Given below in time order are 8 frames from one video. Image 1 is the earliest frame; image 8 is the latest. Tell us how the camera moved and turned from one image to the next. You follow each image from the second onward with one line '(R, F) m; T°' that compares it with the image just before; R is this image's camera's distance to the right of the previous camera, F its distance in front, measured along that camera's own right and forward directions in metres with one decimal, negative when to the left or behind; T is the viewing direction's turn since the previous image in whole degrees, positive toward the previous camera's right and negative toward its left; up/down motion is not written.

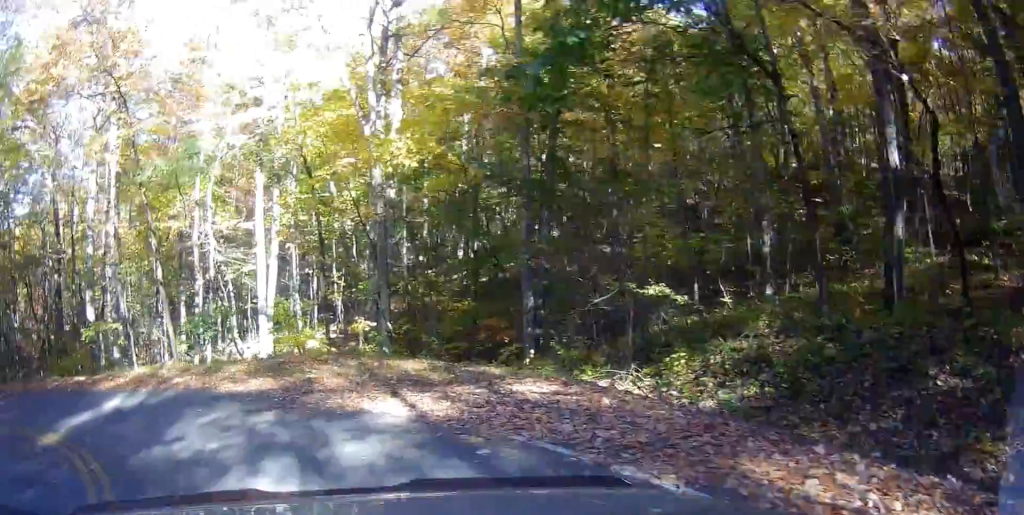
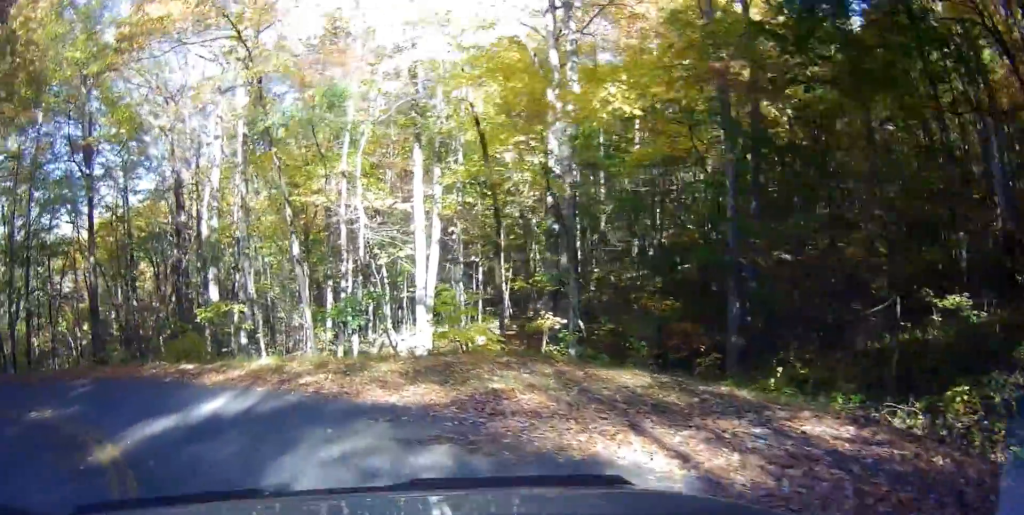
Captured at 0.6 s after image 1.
(-0.1, +2.7) m; -13°
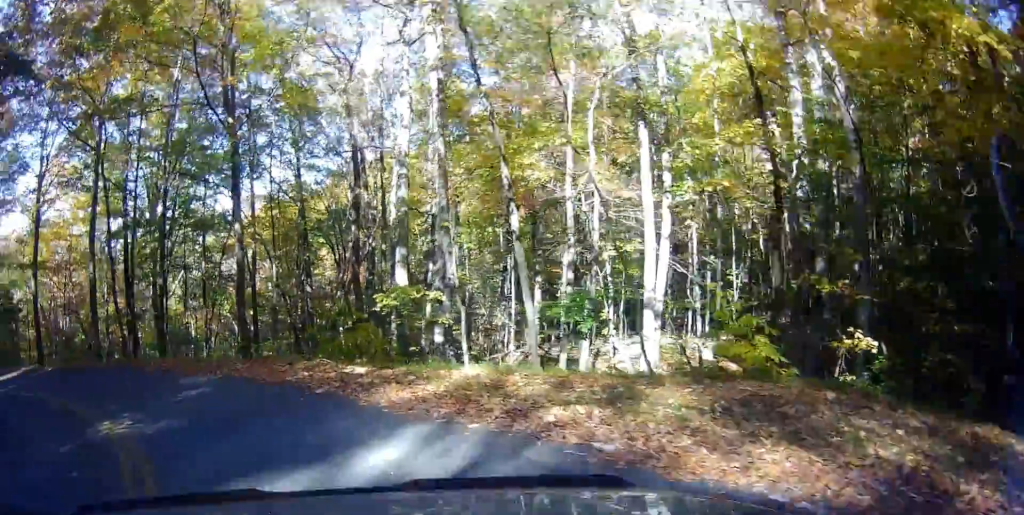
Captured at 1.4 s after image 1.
(-0.7, +3.3) m; -19°
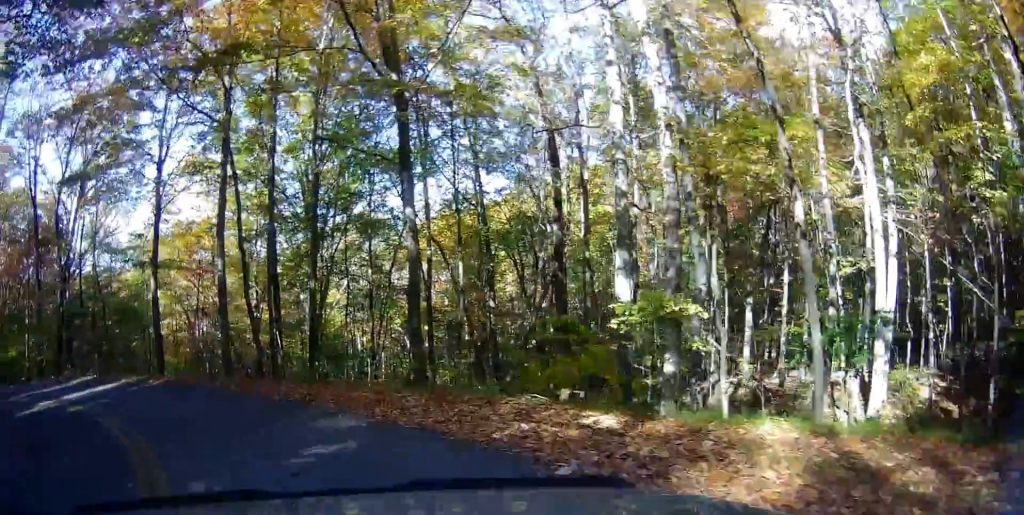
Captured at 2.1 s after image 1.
(-0.5, +2.9) m; -14°
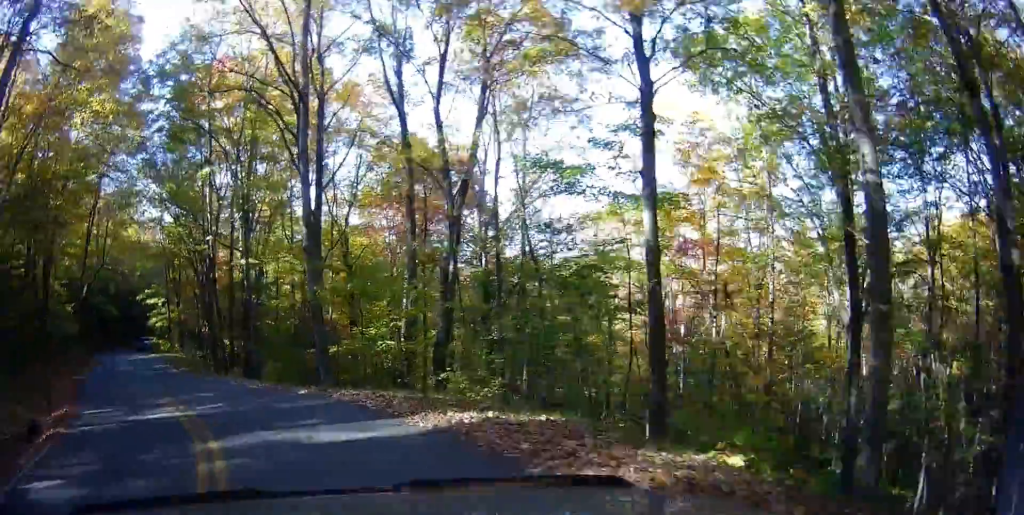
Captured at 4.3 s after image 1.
(-4.1, +8.9) m; -54°
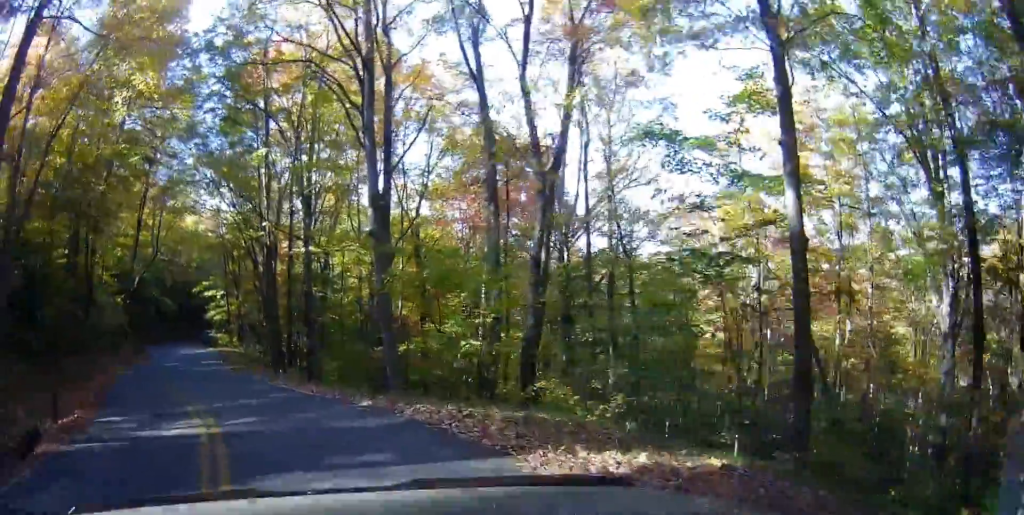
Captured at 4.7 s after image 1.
(-0.2, +2.1) m; -10°
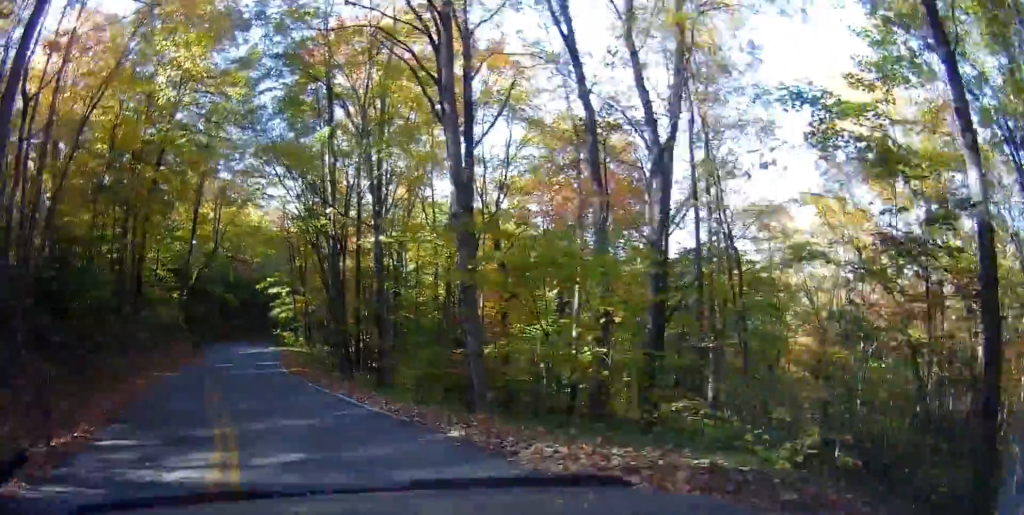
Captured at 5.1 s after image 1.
(-0.5, +2.4) m; -9°
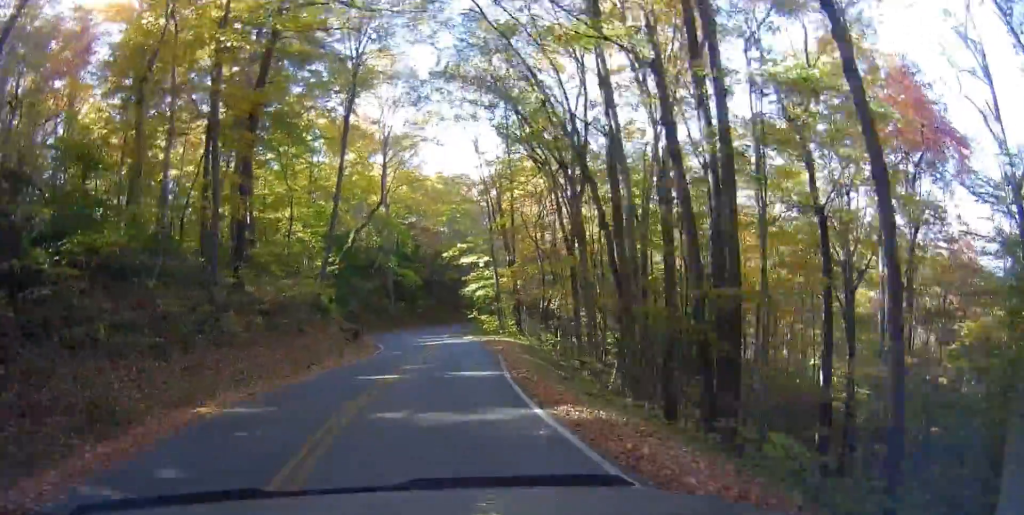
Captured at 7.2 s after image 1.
(-2.1, +13.5) m; -12°
